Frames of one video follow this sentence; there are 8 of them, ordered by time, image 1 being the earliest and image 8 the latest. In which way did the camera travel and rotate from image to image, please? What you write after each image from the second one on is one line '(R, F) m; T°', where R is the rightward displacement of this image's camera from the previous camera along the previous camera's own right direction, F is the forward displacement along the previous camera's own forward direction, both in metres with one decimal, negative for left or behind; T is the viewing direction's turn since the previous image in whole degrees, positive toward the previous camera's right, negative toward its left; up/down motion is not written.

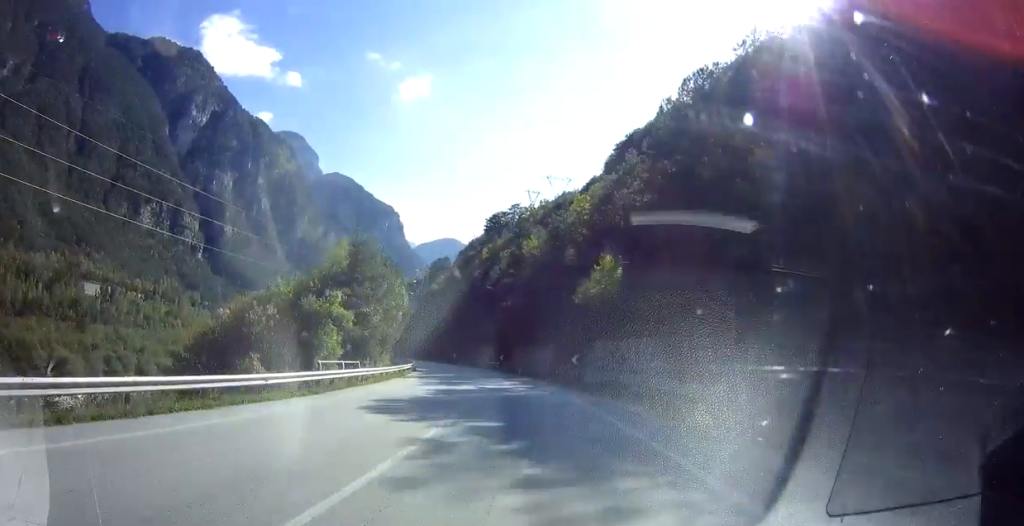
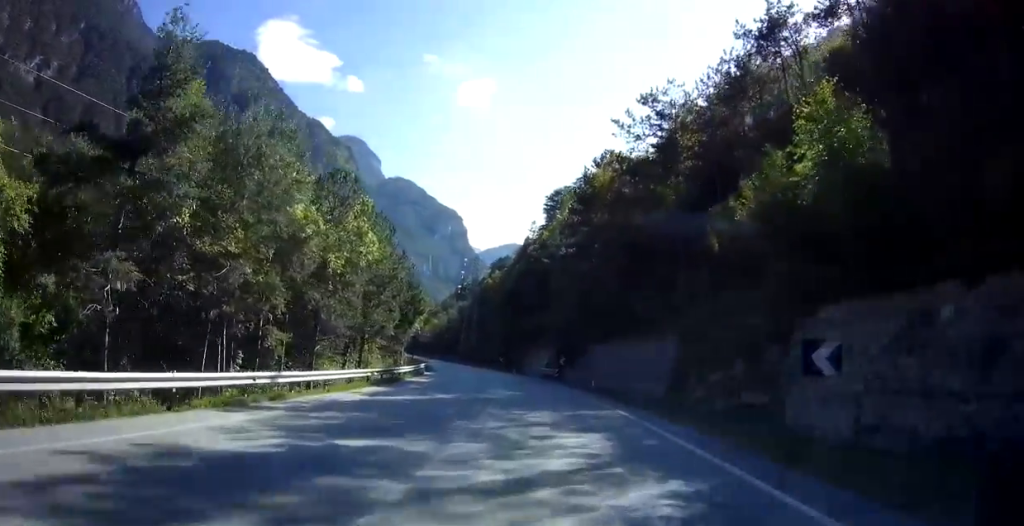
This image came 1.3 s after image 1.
(-1.6, +26.6) m; -6°
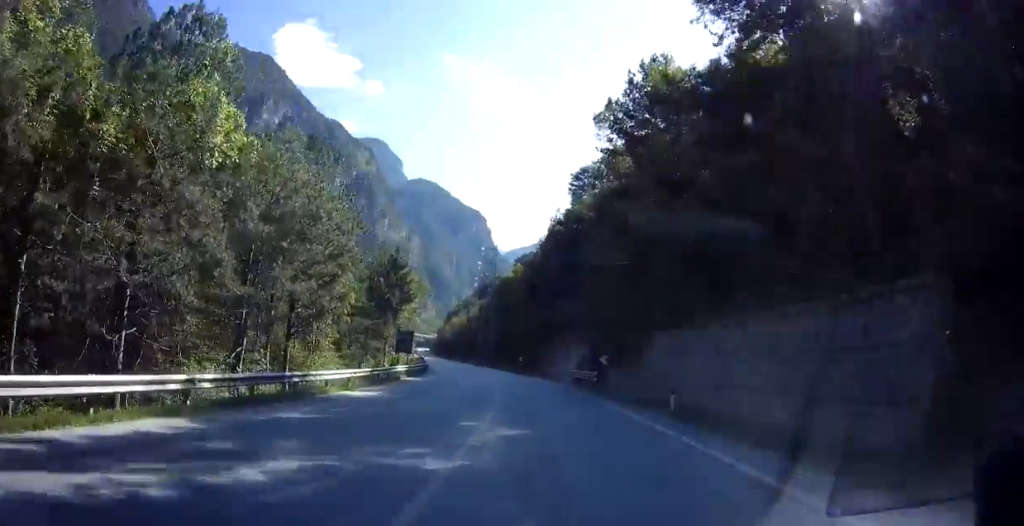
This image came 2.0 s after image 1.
(-0.3, +15.1) m; -3°
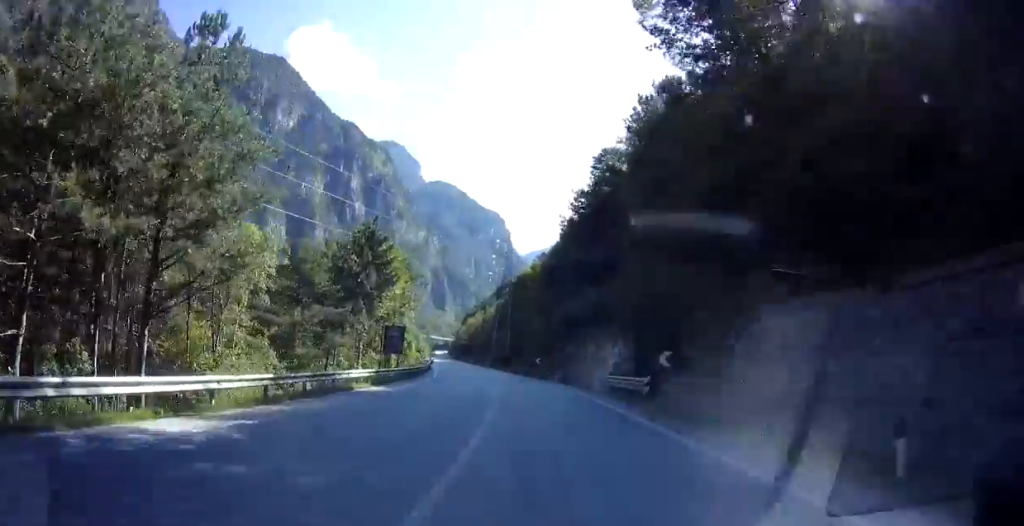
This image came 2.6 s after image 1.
(-0.3, +11.1) m; -3°
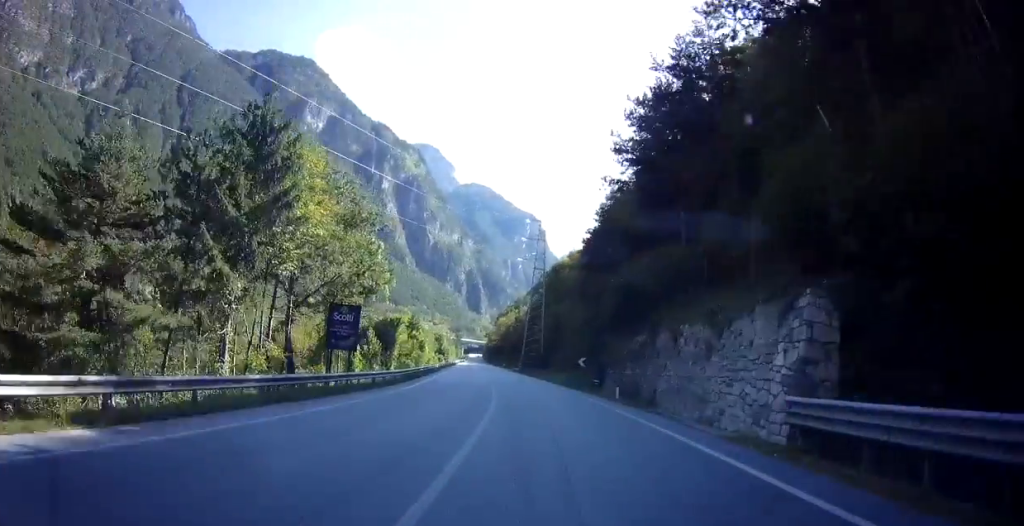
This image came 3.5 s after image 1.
(-0.8, +19.5) m; -4°
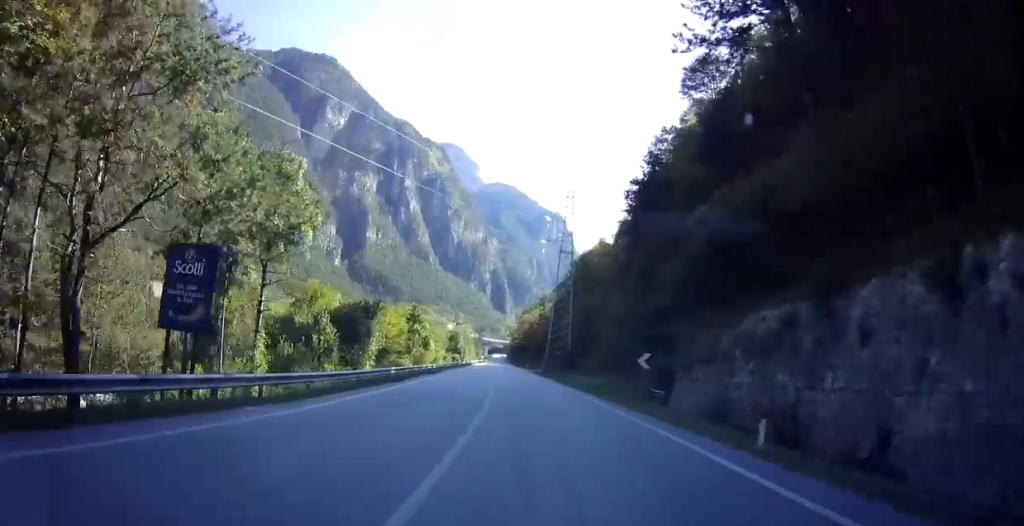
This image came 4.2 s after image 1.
(-0.4, +14.8) m; -3°
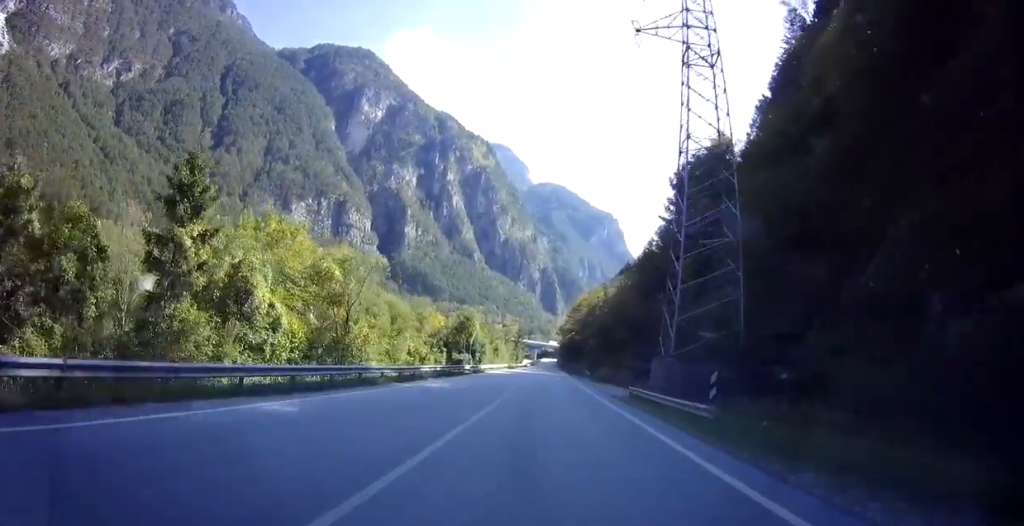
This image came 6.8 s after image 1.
(-3.7, +55.4) m; -4°
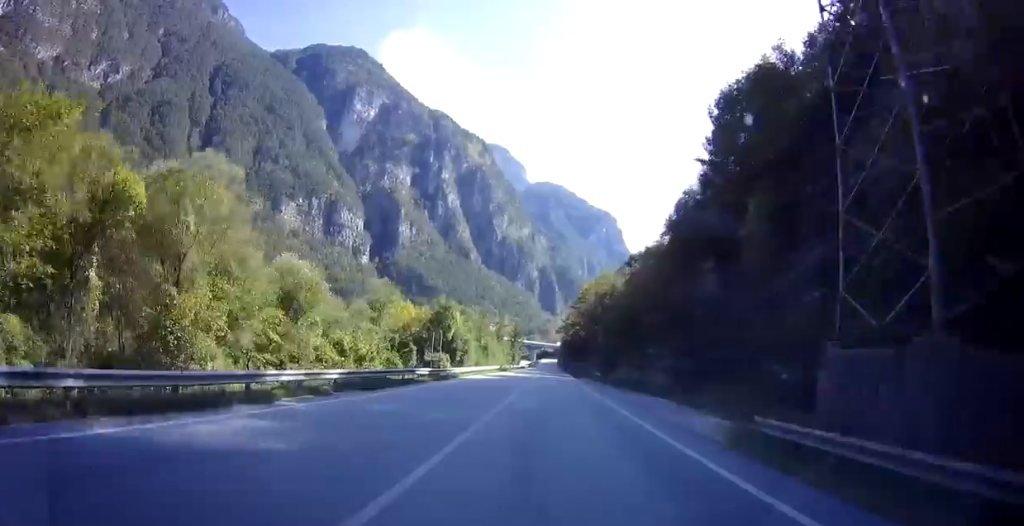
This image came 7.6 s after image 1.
(+0.1, +18.5) m; 0°
